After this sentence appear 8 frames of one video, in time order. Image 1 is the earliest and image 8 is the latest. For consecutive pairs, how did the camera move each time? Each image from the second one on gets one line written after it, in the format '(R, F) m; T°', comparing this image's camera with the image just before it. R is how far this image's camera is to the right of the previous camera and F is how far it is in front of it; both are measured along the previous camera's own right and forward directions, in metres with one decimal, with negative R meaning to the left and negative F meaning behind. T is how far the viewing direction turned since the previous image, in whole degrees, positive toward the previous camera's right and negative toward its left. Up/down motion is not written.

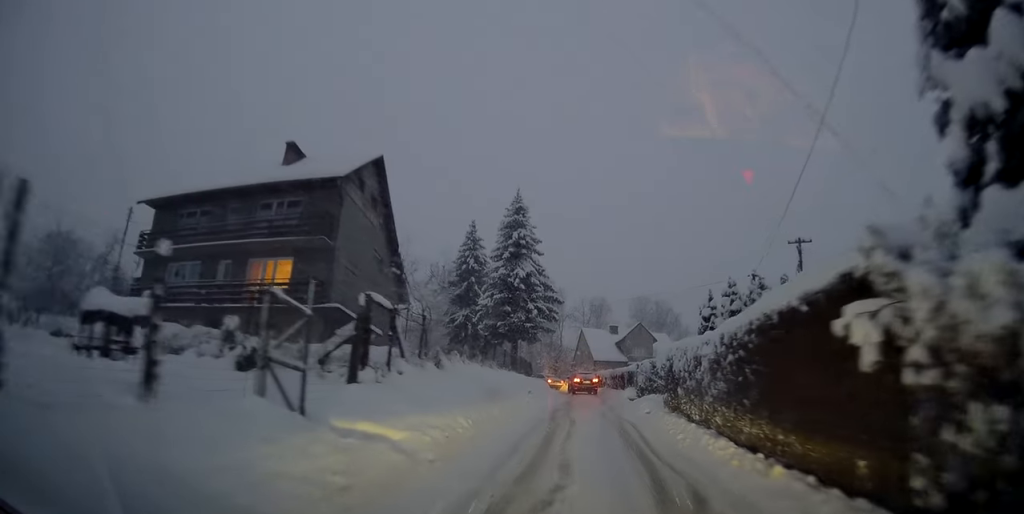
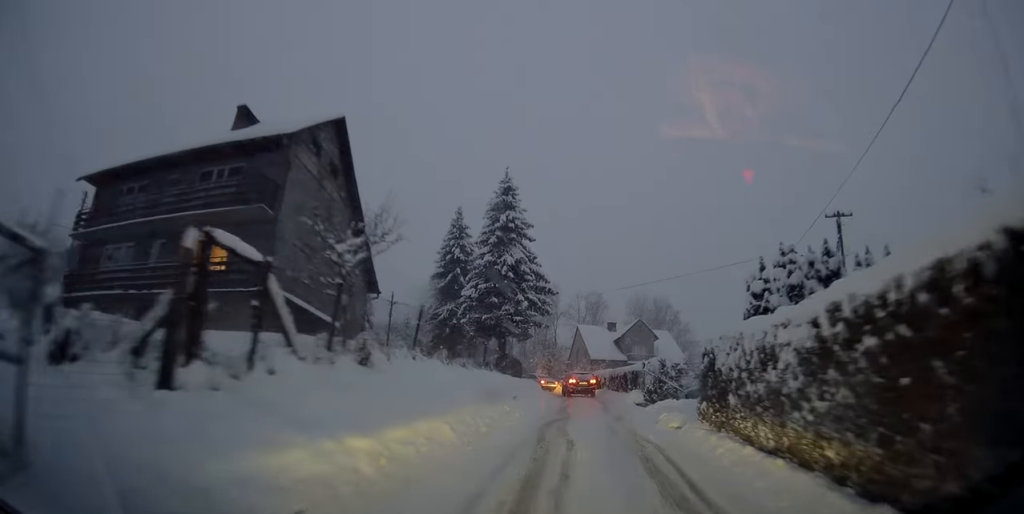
(0.0, +4.9) m; -1°
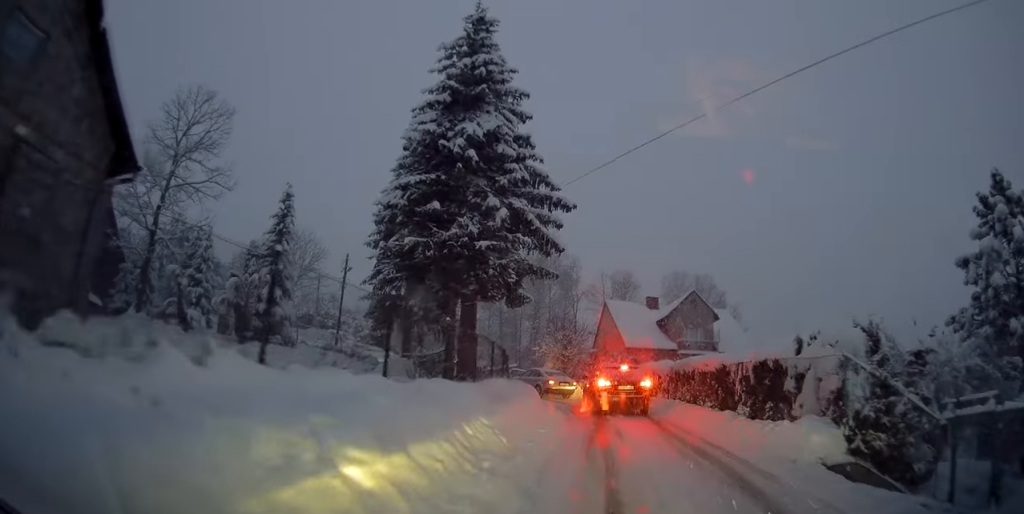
(-0.5, +18.7) m; +1°
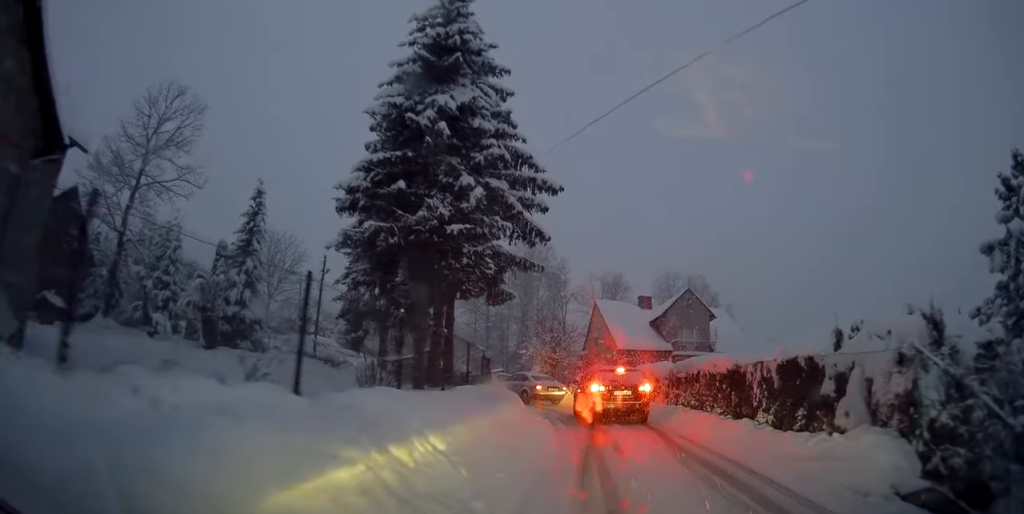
(+0.2, +2.2) m; 0°
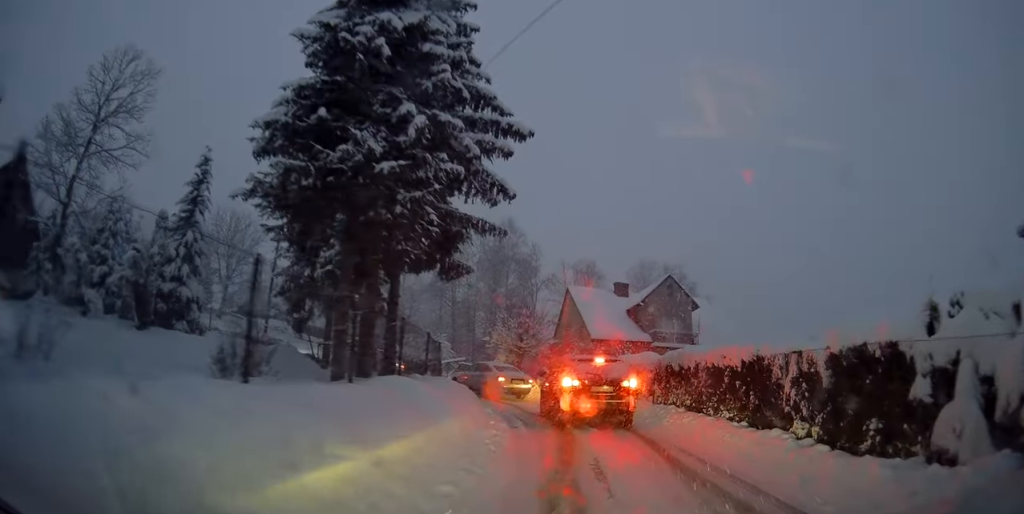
(-0.2, +3.3) m; -2°
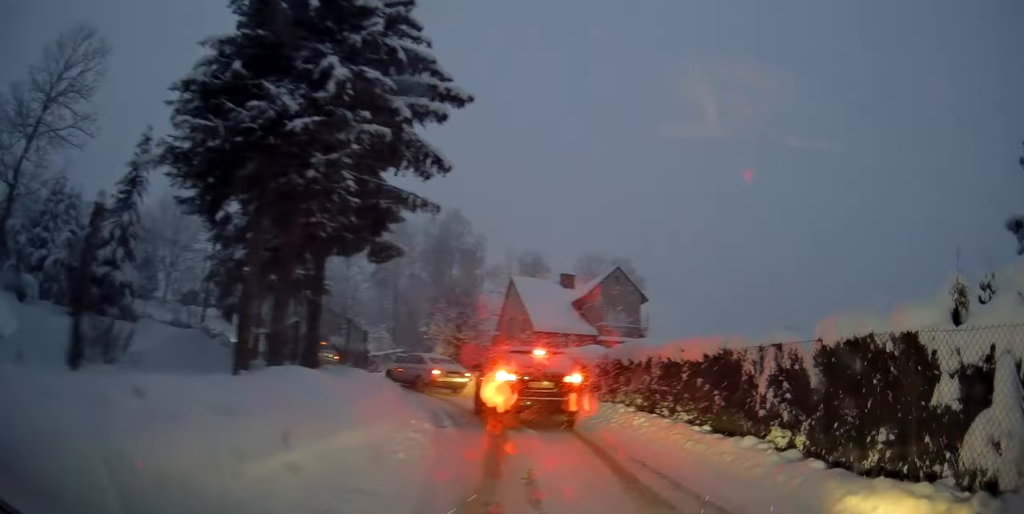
(-0.1, +1.4) m; -1°
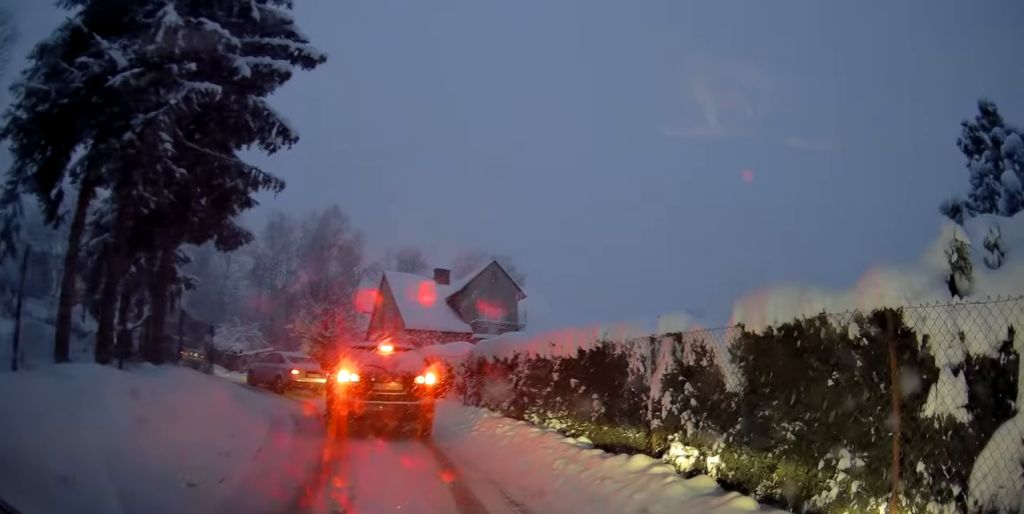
(+0.2, +1.5) m; 0°
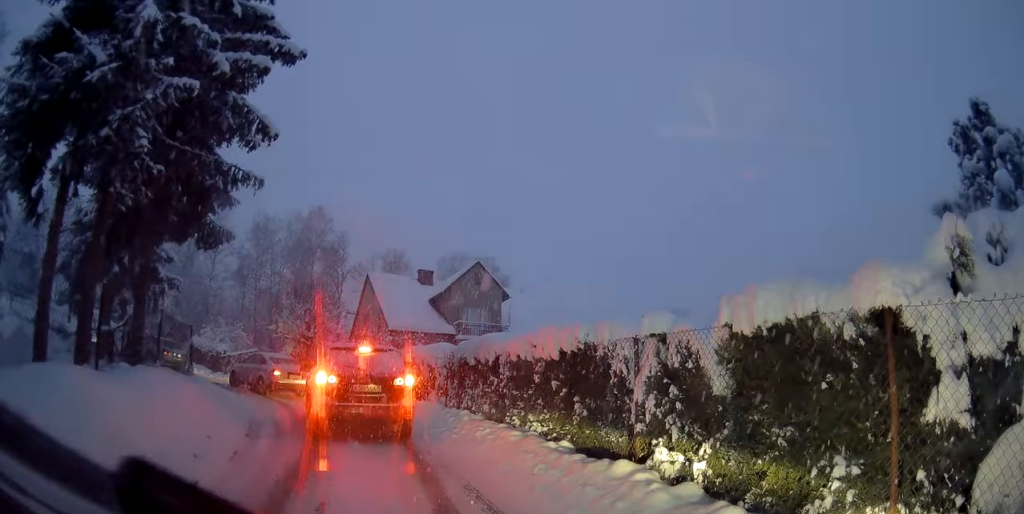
(-0.2, -0.1) m; 0°
